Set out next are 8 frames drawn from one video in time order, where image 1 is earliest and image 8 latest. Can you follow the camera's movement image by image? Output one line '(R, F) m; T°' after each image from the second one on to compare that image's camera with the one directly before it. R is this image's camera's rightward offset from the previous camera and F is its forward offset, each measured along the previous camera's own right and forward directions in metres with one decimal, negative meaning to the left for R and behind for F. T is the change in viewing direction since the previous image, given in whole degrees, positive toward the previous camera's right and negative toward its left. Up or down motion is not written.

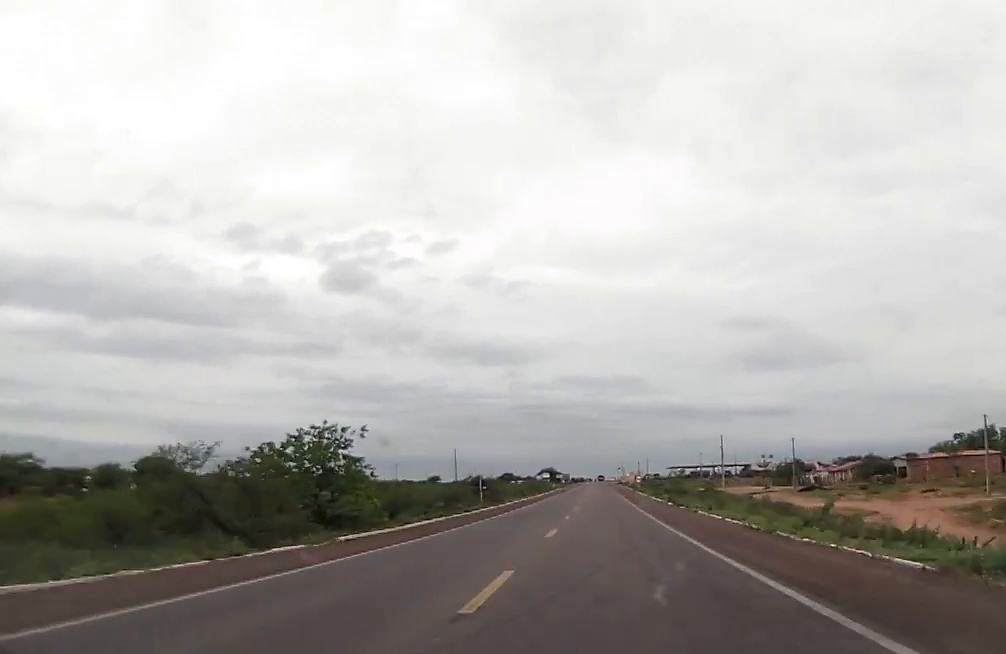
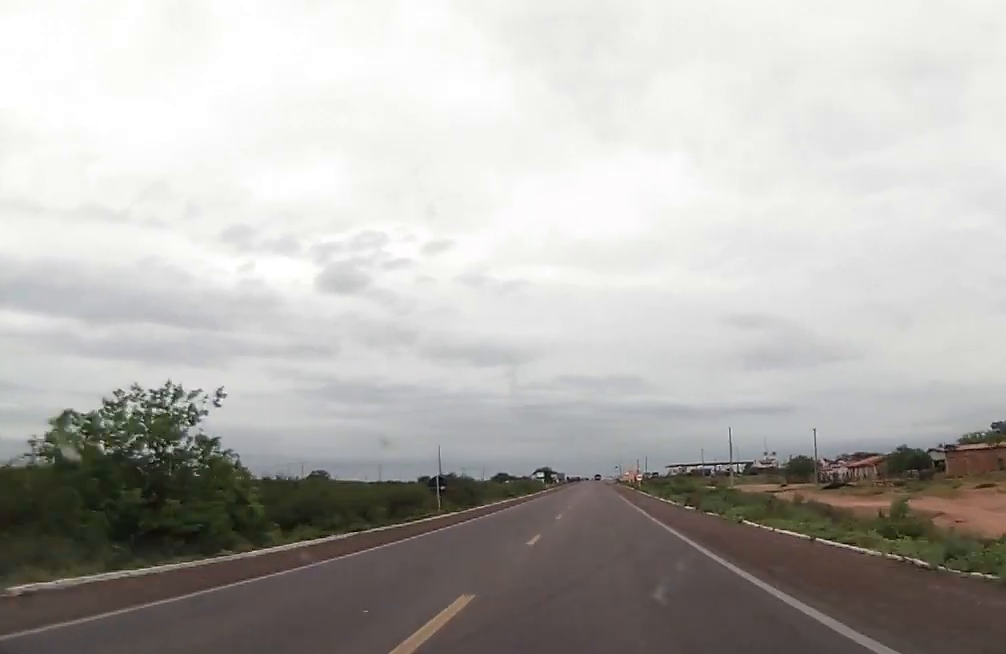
(0.0, +15.4) m; 0°
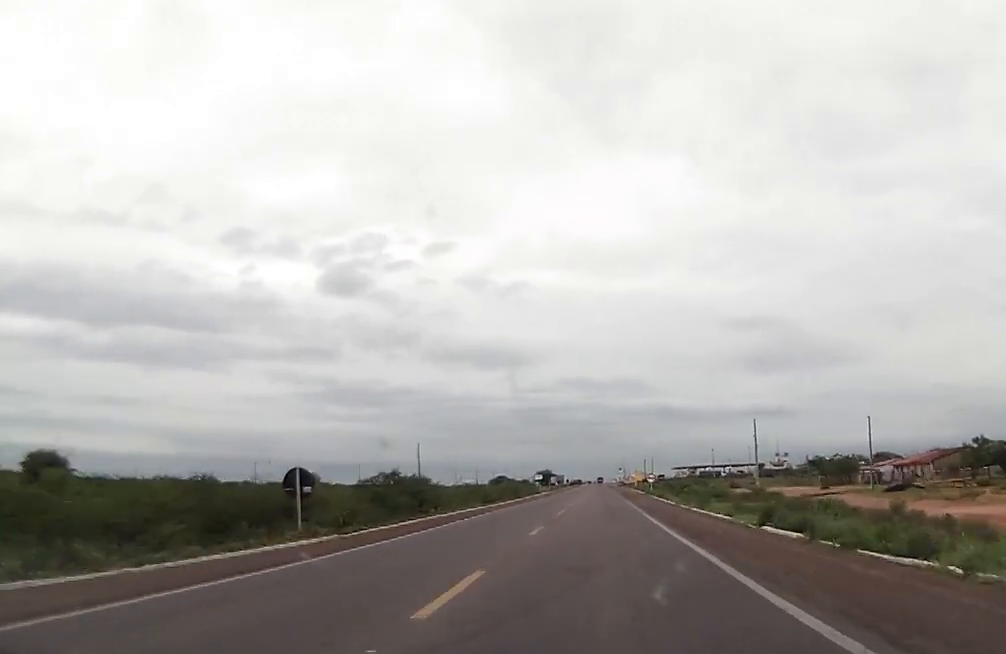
(-0.2, +22.8) m; +1°
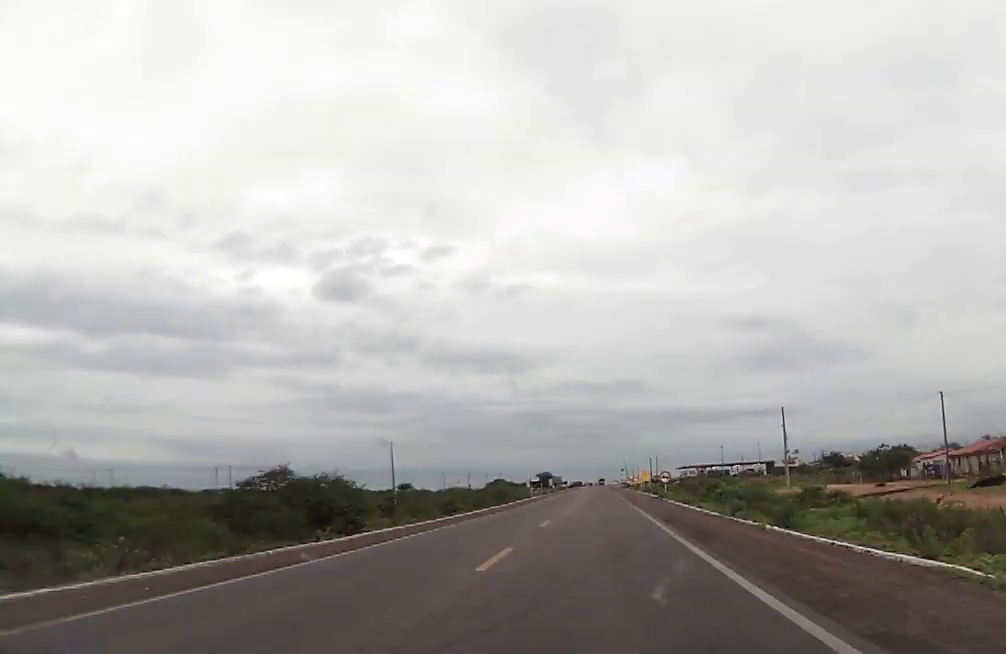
(+0.5, +20.6) m; 0°
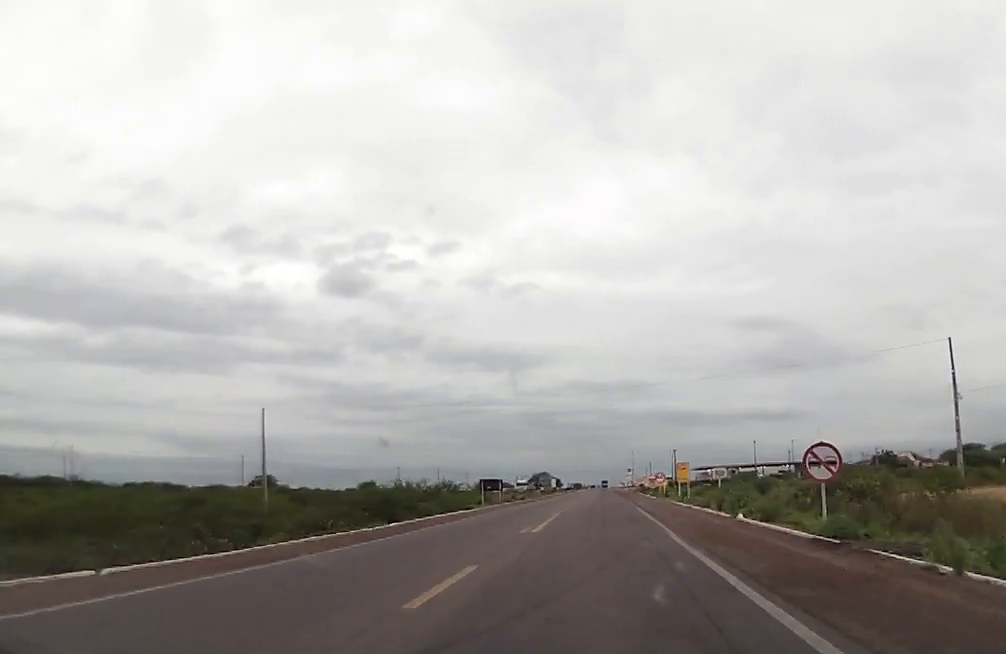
(-0.8, +55.3) m; -1°
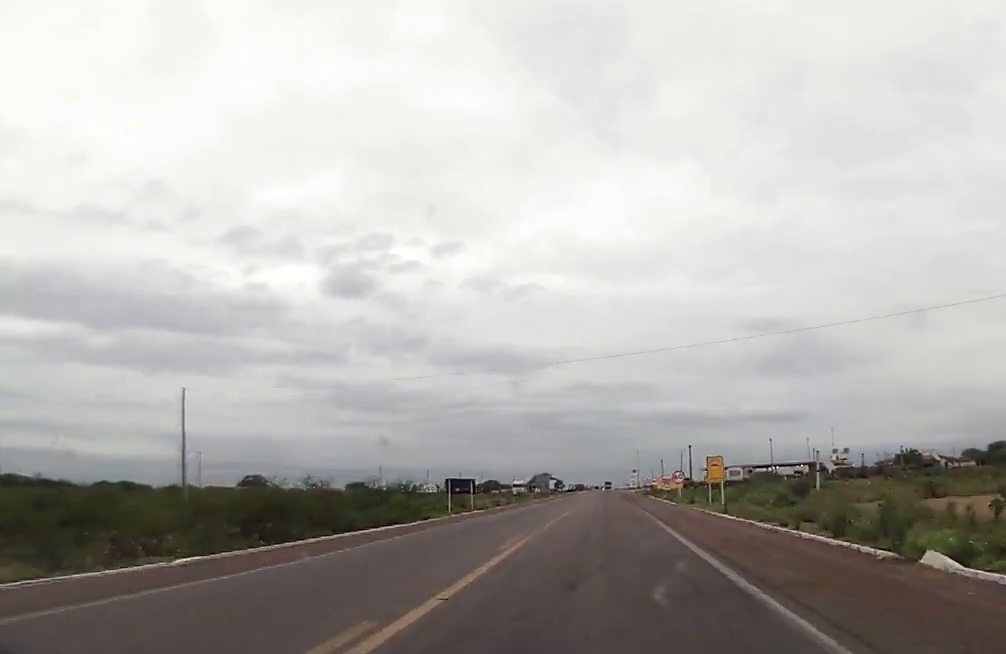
(-0.1, +18.6) m; 0°
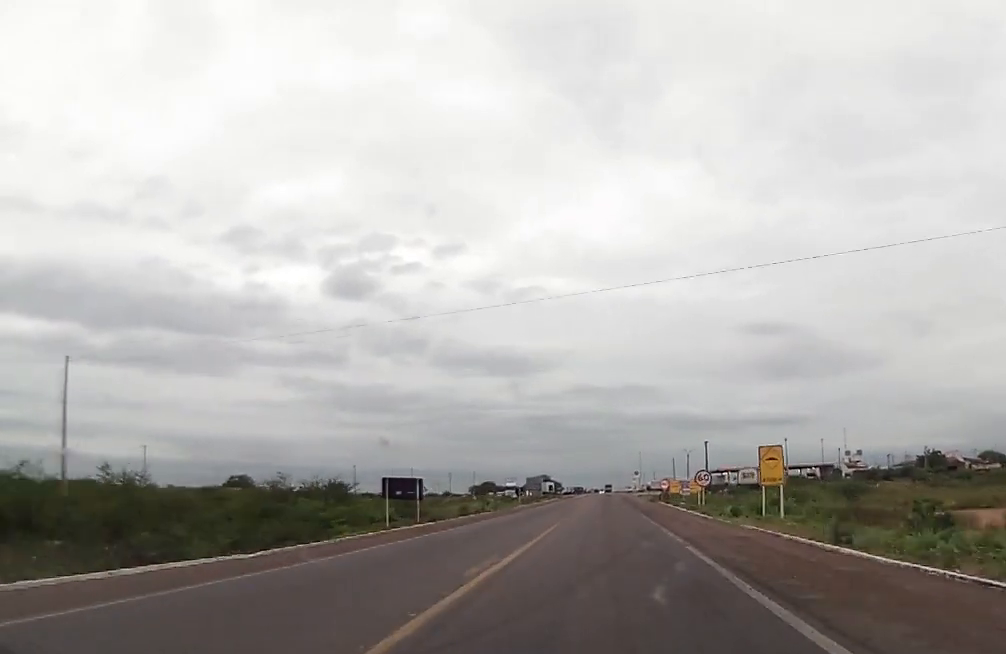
(+0.1, +17.8) m; 0°
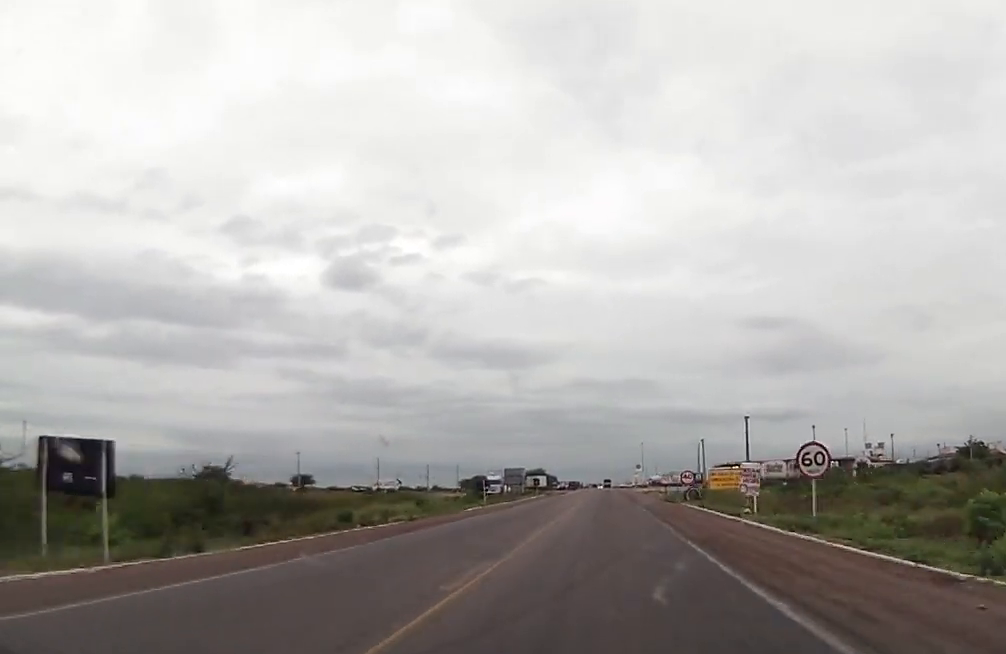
(+0.1, +28.4) m; -1°
